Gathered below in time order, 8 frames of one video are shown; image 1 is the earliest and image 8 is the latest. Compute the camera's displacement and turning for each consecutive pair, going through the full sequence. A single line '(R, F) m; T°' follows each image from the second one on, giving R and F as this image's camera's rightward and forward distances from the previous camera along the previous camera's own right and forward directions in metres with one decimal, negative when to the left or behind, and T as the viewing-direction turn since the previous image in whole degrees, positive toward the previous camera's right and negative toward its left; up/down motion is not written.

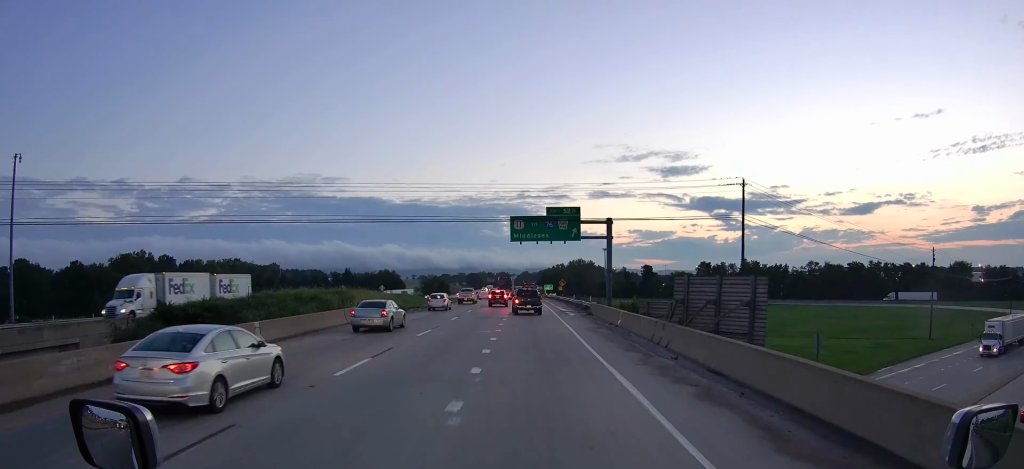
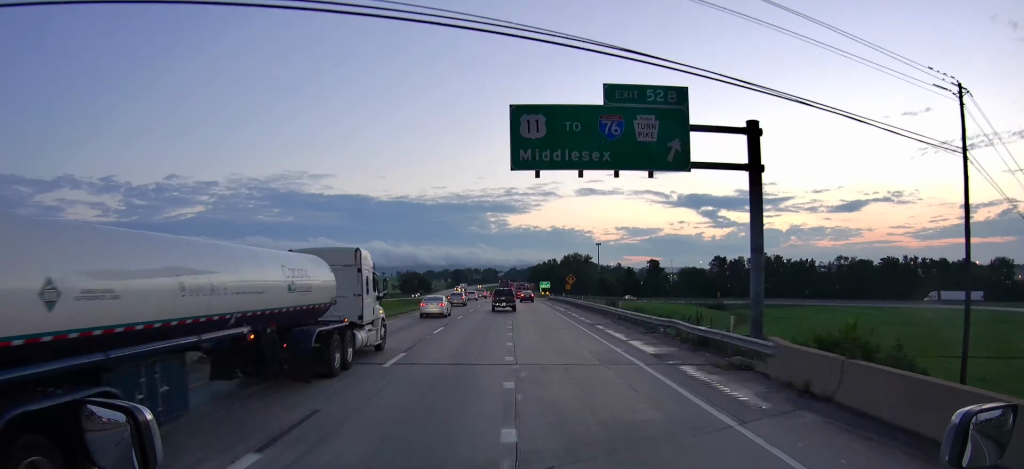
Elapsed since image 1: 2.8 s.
(+1.2, +36.1) m; +2°
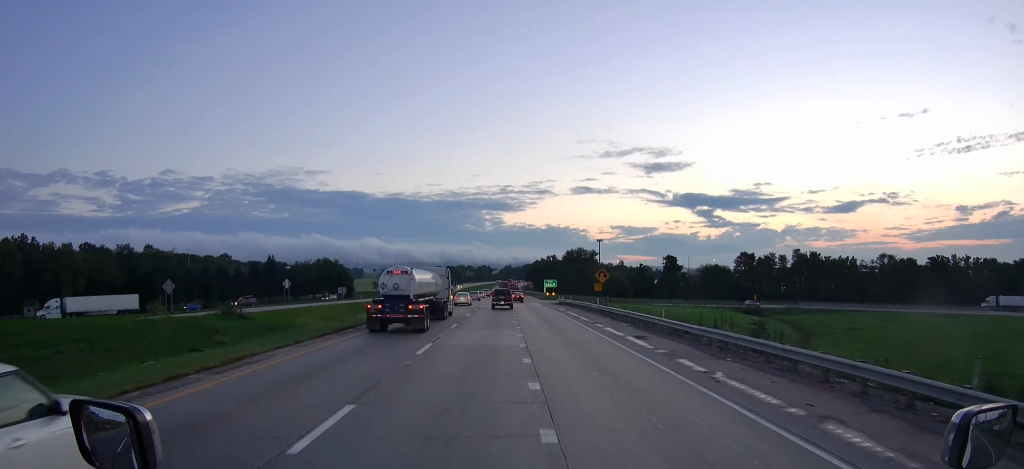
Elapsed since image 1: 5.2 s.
(-0.1, +33.8) m; -1°
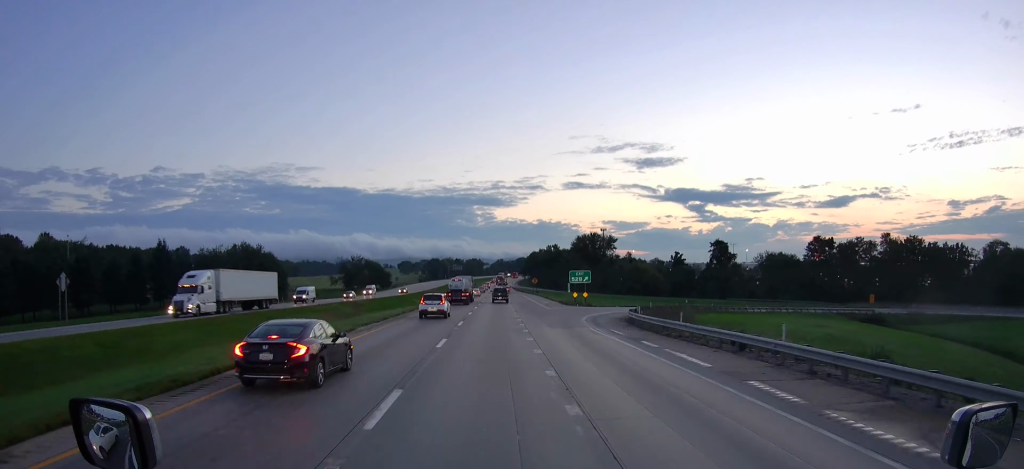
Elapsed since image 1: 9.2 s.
(-0.4, +60.8) m; 0°
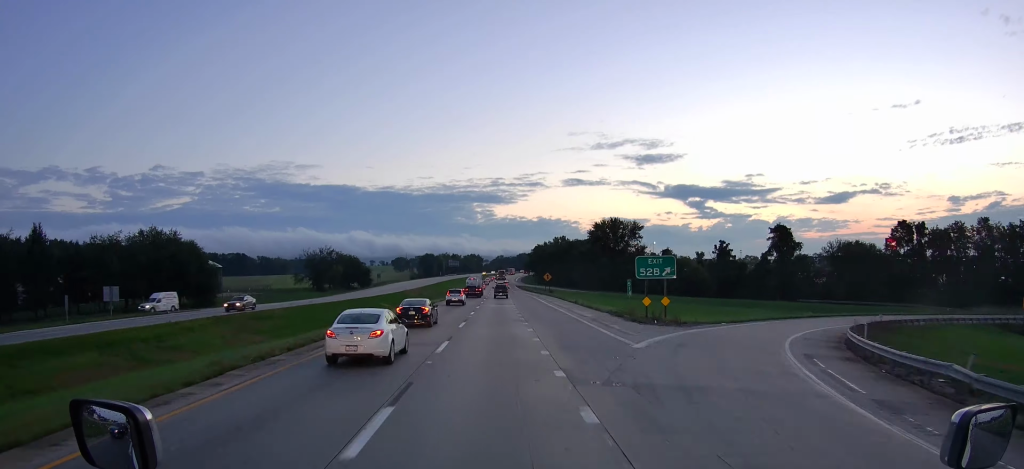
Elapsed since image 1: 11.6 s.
(+0.4, +39.4) m; 0°
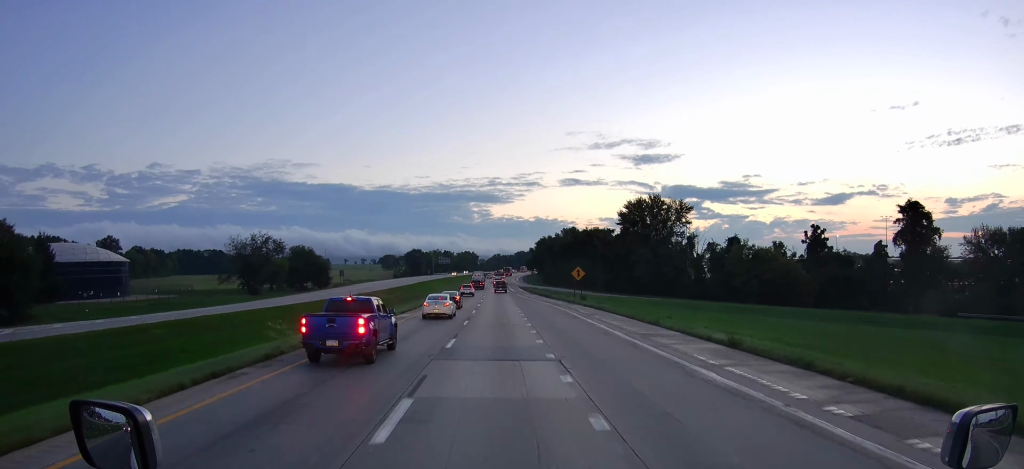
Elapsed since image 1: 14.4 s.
(0.0, +48.4) m; 0°
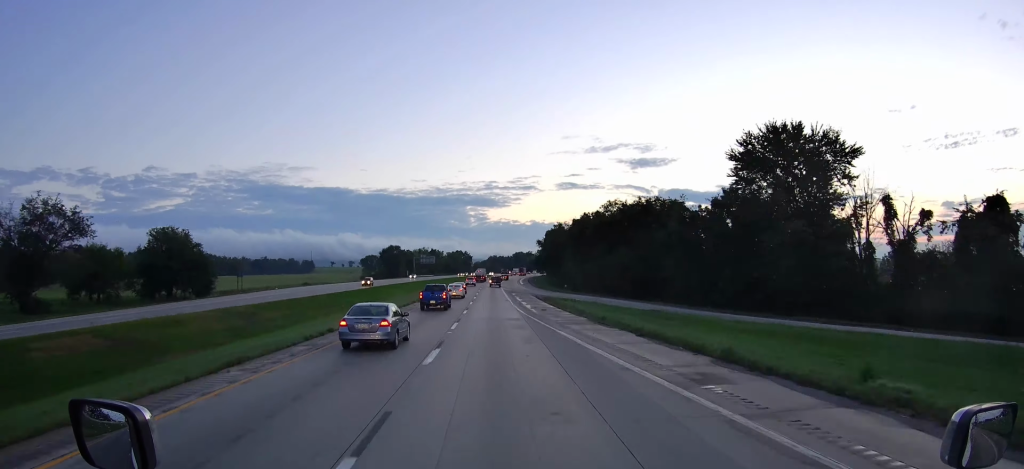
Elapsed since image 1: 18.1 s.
(+0.4, +67.1) m; 0°
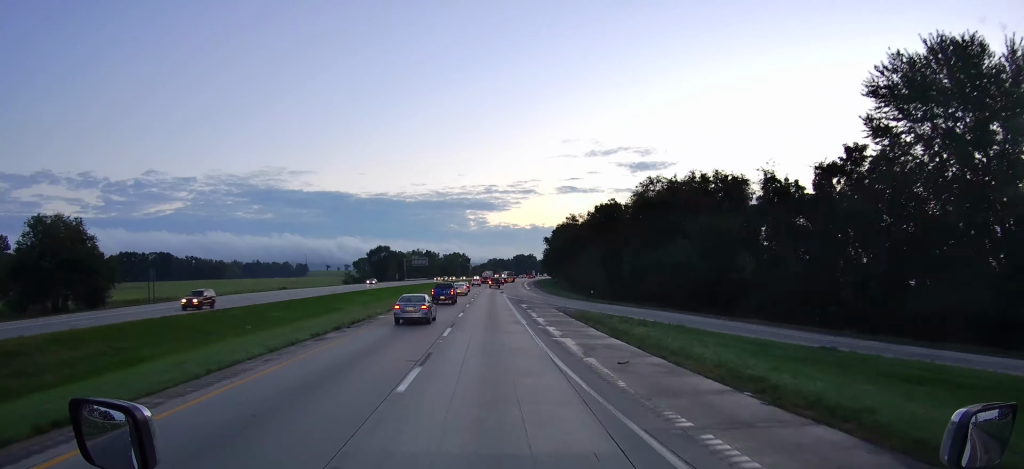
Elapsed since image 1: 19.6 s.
(-0.1, +28.3) m; 0°
